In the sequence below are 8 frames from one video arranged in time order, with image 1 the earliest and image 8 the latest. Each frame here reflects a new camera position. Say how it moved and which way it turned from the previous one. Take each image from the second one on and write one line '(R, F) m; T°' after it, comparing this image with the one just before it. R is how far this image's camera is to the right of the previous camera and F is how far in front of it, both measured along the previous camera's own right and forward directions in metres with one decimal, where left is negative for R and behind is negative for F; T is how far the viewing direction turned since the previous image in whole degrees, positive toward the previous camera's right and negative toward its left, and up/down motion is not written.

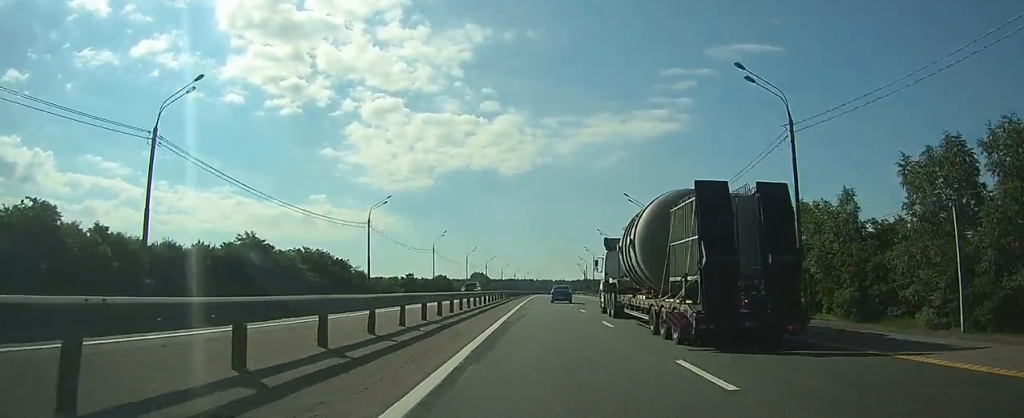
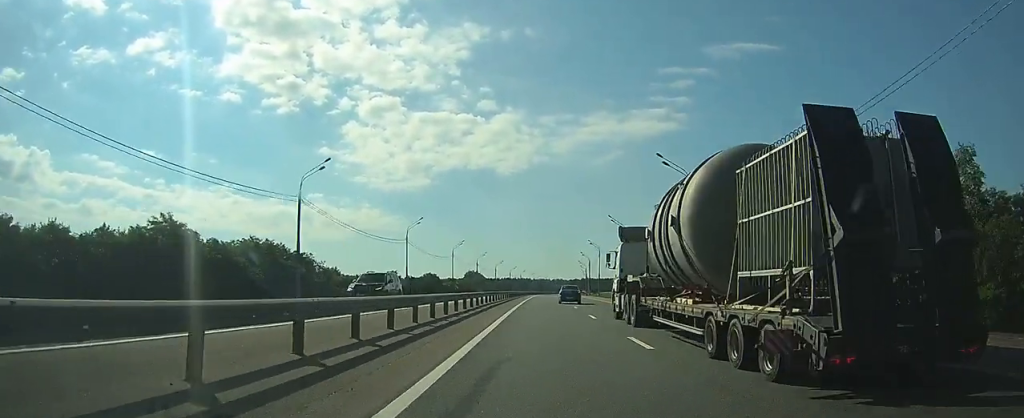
(0.0, +18.9) m; 0°
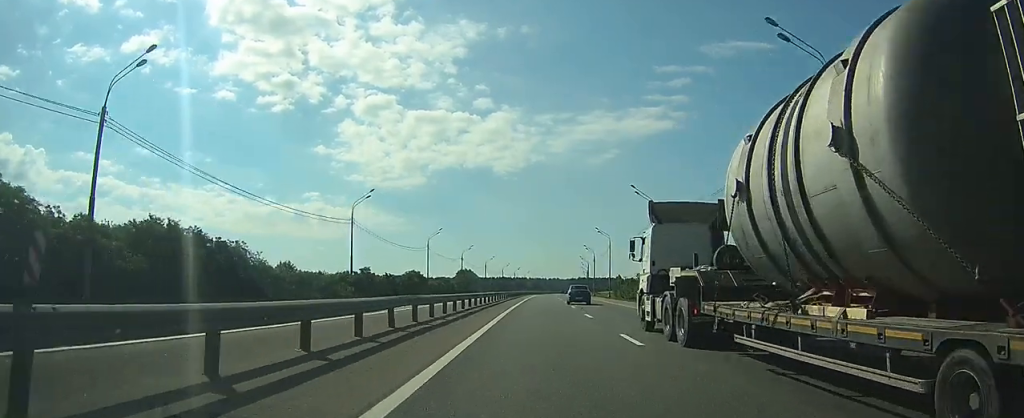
(0.0, +23.4) m; 0°
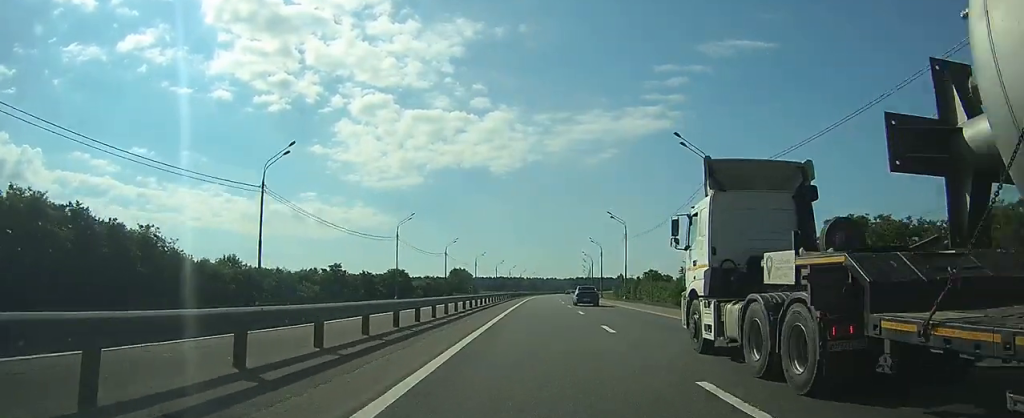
(0.0, +20.0) m; 0°
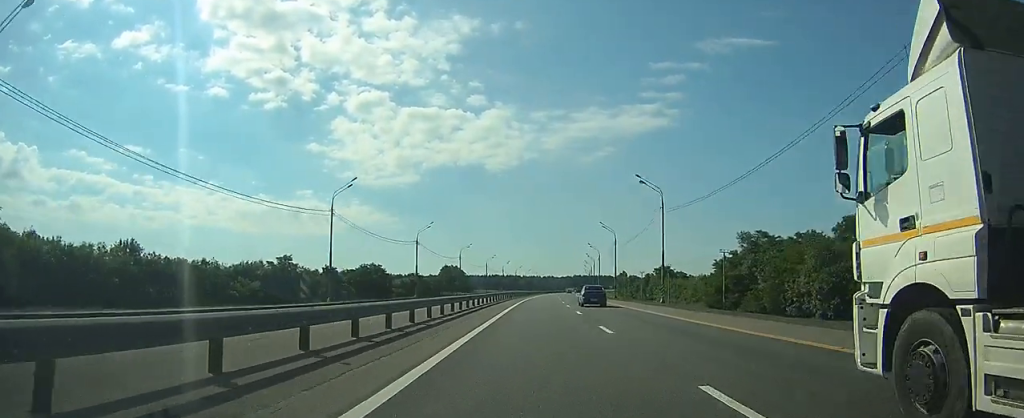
(0.0, +24.4) m; 0°
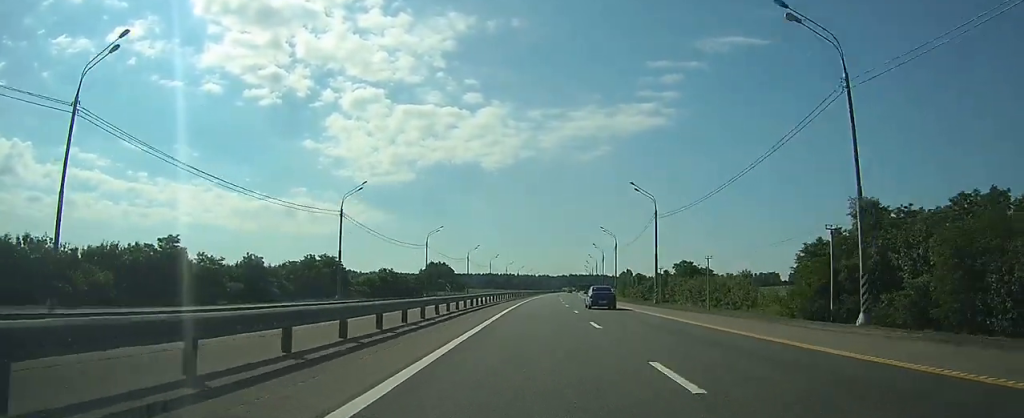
(0.0, +33.3) m; +1°
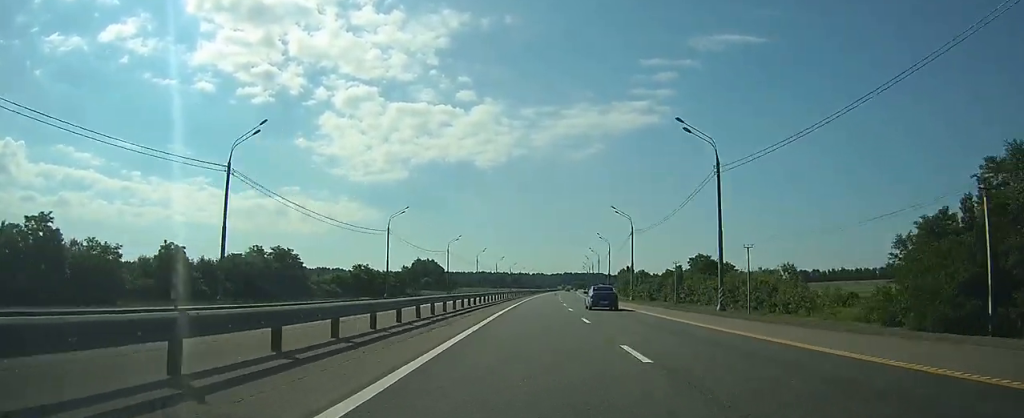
(+0.3, +21.0) m; +1°
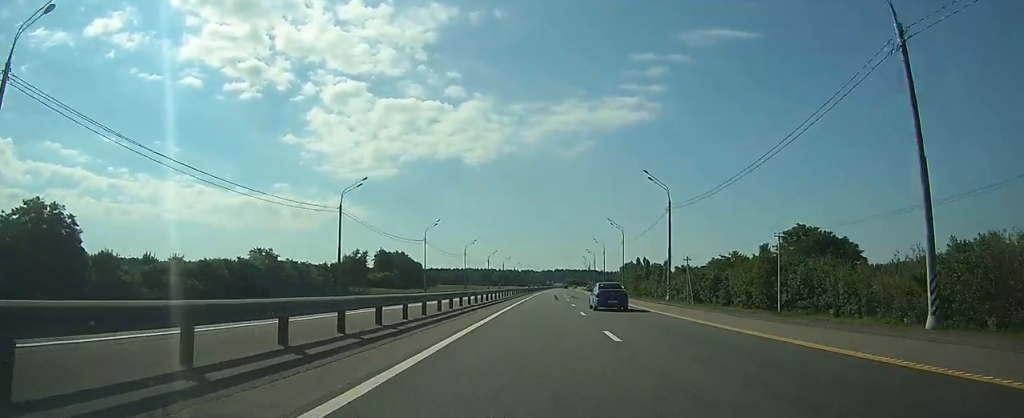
(+0.9, +56.3) m; +1°
